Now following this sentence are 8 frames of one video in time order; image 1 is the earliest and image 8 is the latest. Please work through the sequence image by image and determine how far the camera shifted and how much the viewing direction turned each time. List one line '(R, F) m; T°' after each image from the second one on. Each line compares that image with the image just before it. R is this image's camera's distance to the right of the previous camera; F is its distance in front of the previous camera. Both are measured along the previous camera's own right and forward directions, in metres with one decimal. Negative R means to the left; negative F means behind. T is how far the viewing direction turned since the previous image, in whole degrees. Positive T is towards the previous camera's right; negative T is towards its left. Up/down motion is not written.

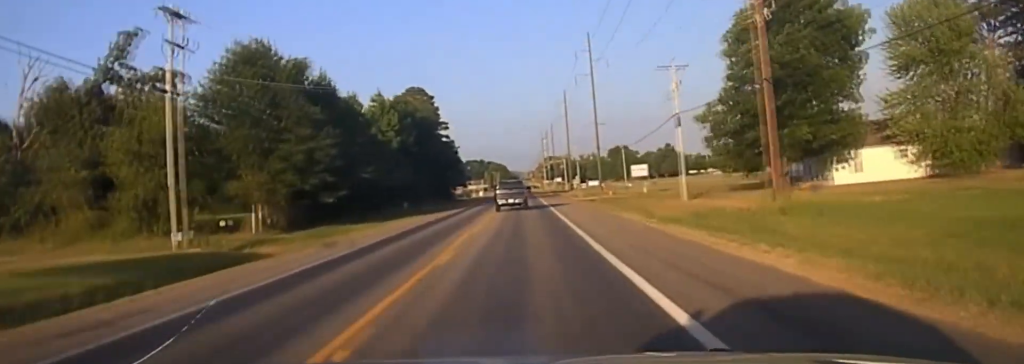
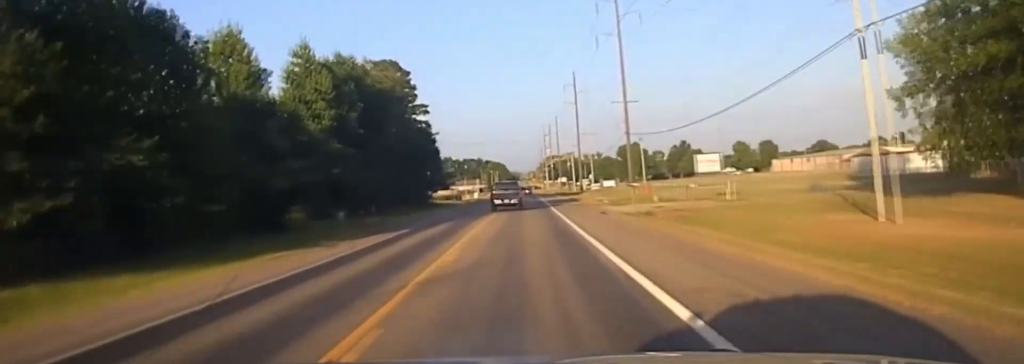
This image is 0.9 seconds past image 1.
(+0.1, +36.9) m; 0°
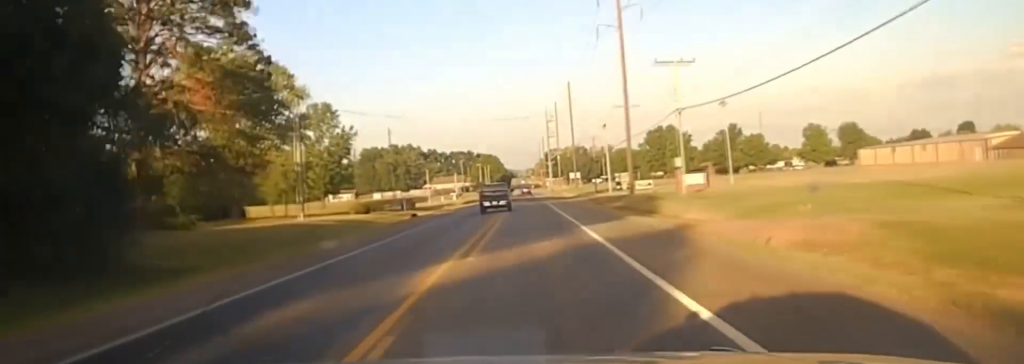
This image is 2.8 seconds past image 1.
(-0.1, +84.6) m; 0°
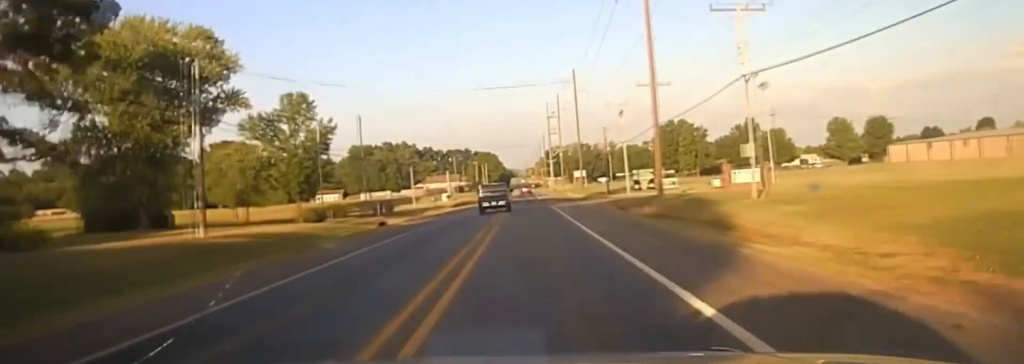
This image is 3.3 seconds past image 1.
(+0.1, +22.6) m; 0°
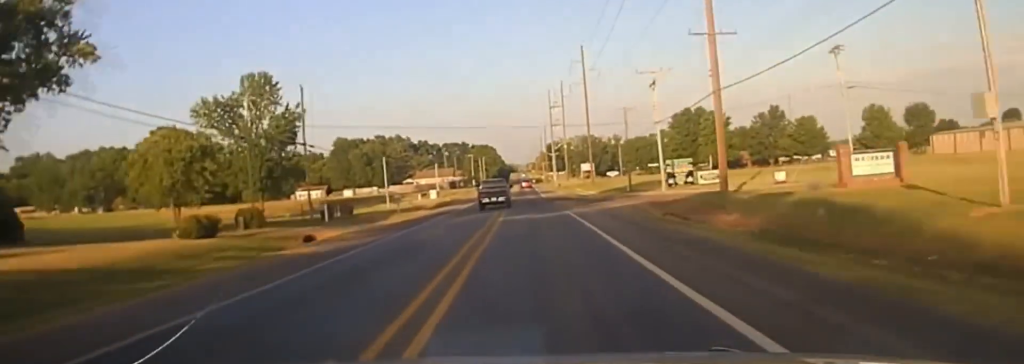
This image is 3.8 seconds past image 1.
(0.0, +21.3) m; 0°
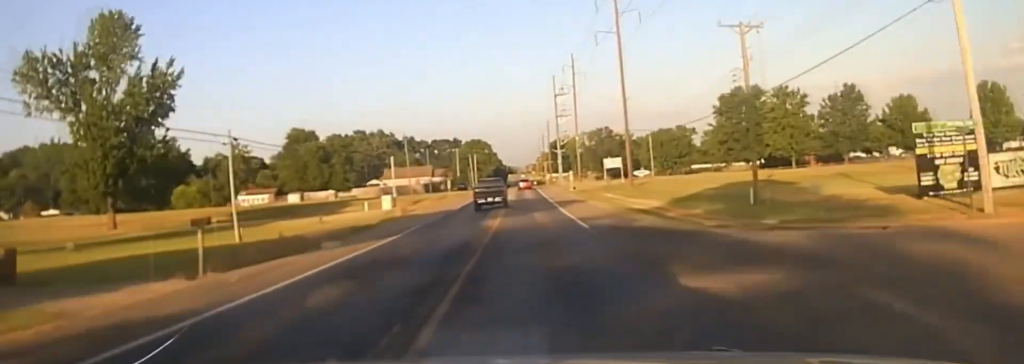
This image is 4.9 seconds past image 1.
(0.0, +54.0) m; 0°
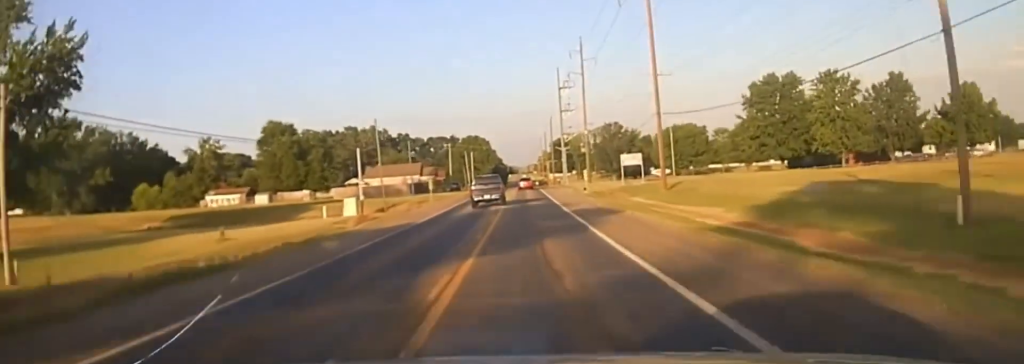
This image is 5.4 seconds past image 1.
(0.0, +20.2) m; 0°
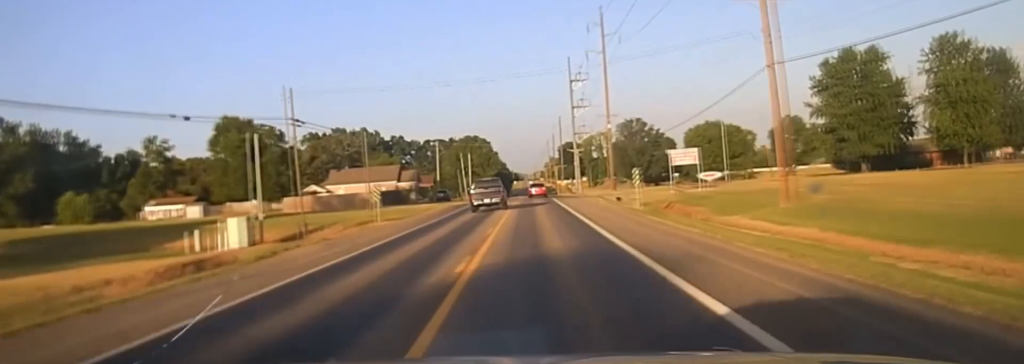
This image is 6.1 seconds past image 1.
(0.0, +34.7) m; 0°
